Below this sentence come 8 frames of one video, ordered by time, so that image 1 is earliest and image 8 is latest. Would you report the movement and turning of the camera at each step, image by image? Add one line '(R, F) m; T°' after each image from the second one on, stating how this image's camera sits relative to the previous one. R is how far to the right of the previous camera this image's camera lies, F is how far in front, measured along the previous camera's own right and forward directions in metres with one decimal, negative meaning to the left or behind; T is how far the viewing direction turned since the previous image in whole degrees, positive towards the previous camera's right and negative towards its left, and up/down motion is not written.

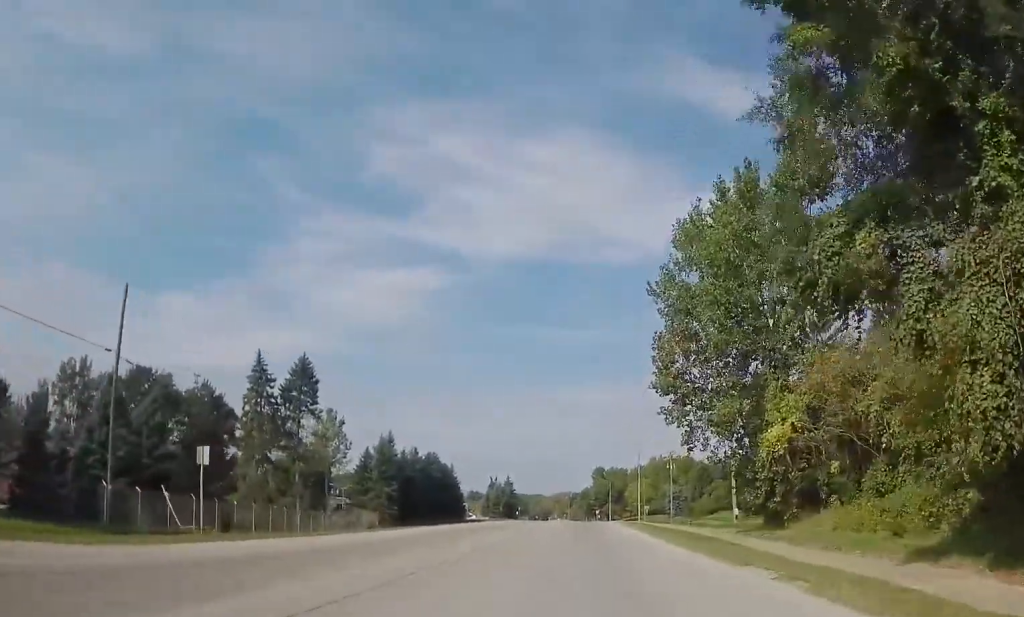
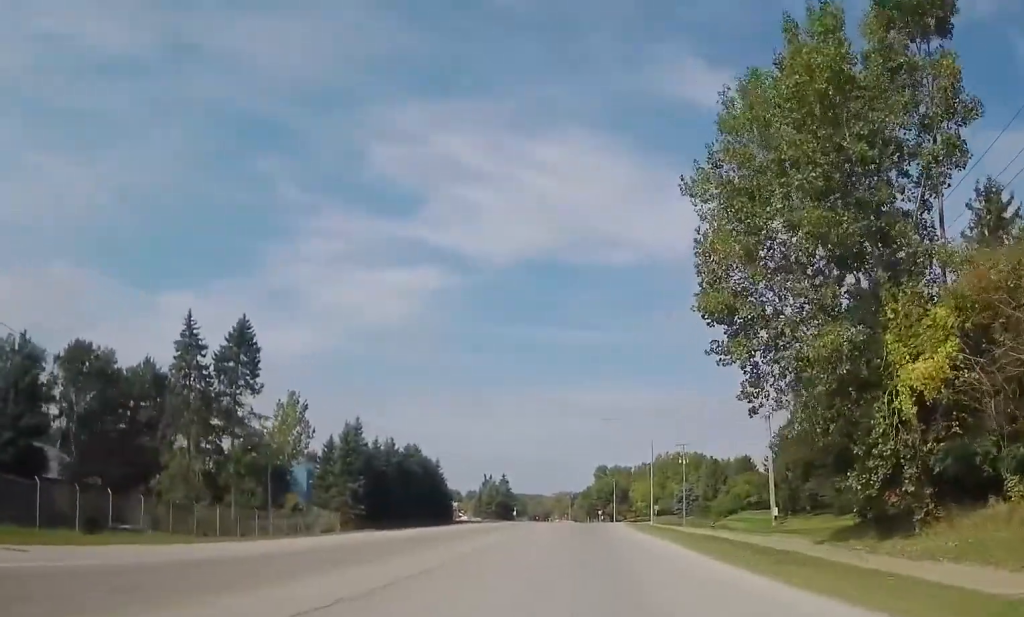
(-0.2, +14.1) m; -1°
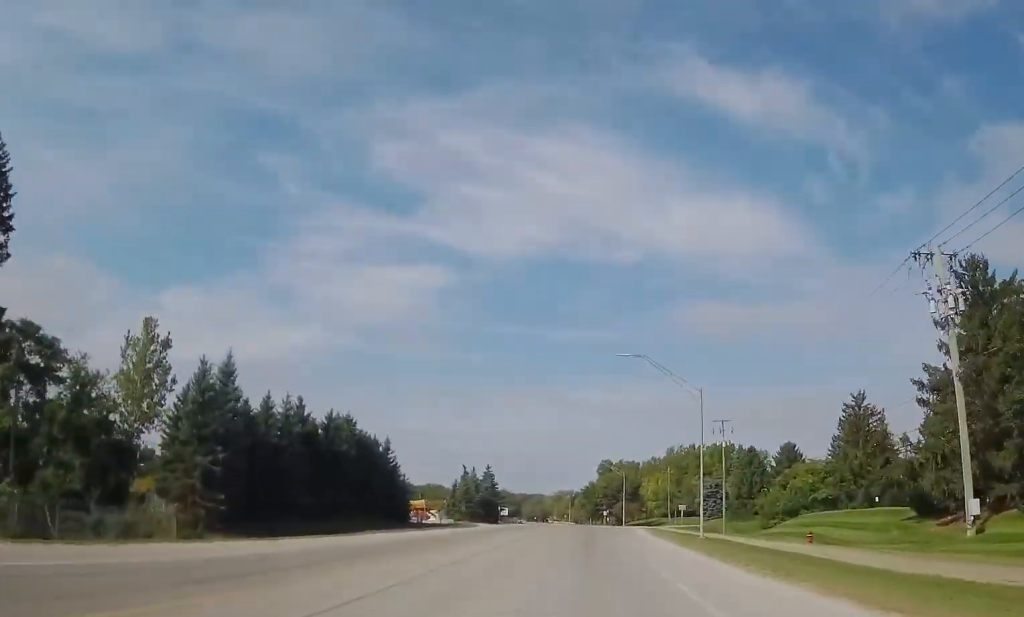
(-0.6, +30.6) m; +1°
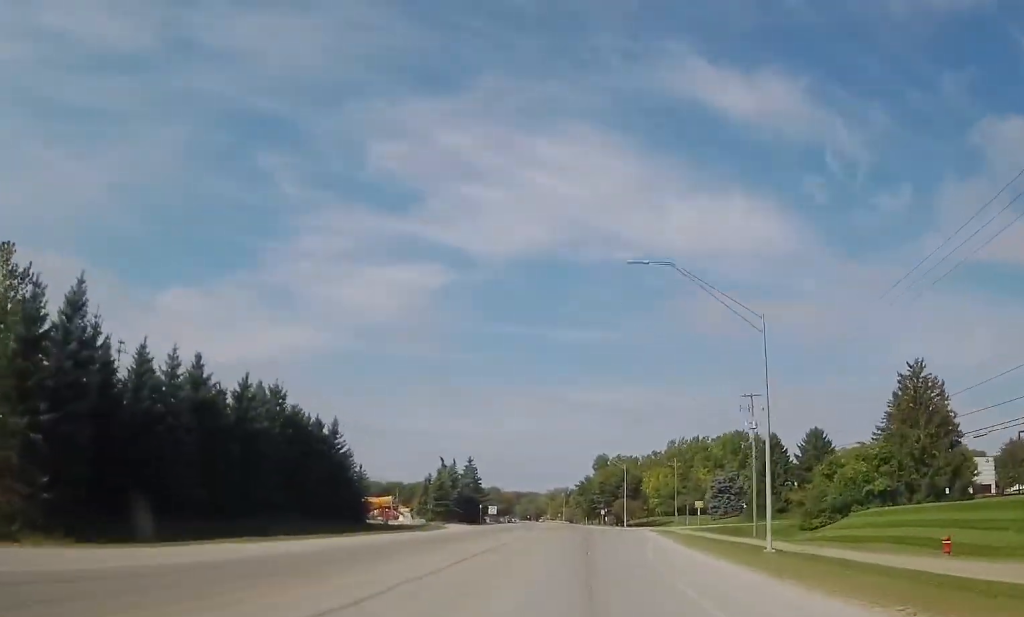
(+0.8, +16.6) m; +2°
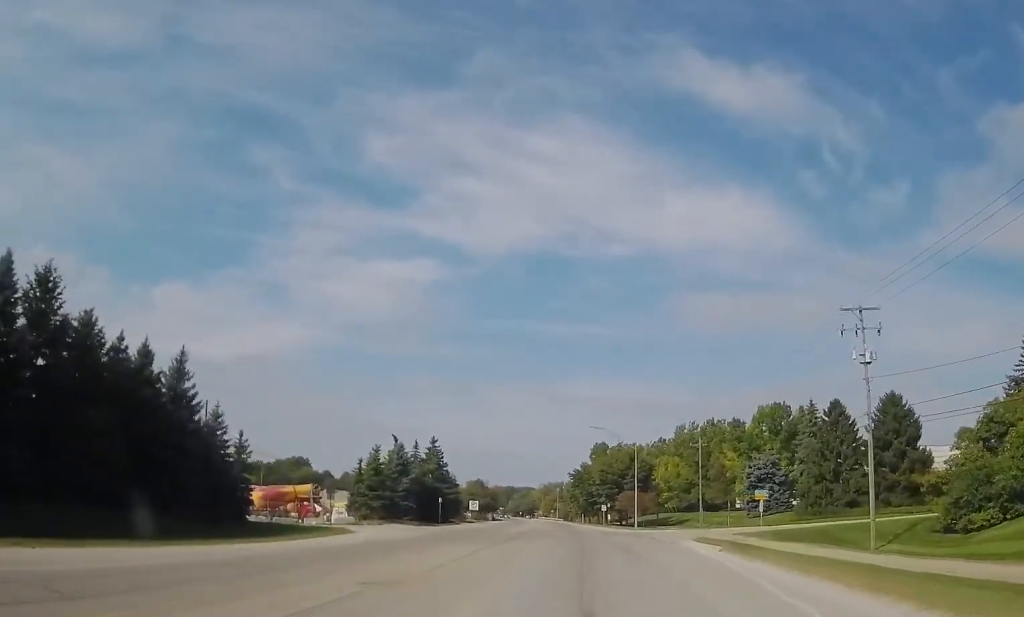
(-0.2, +27.1) m; -1°
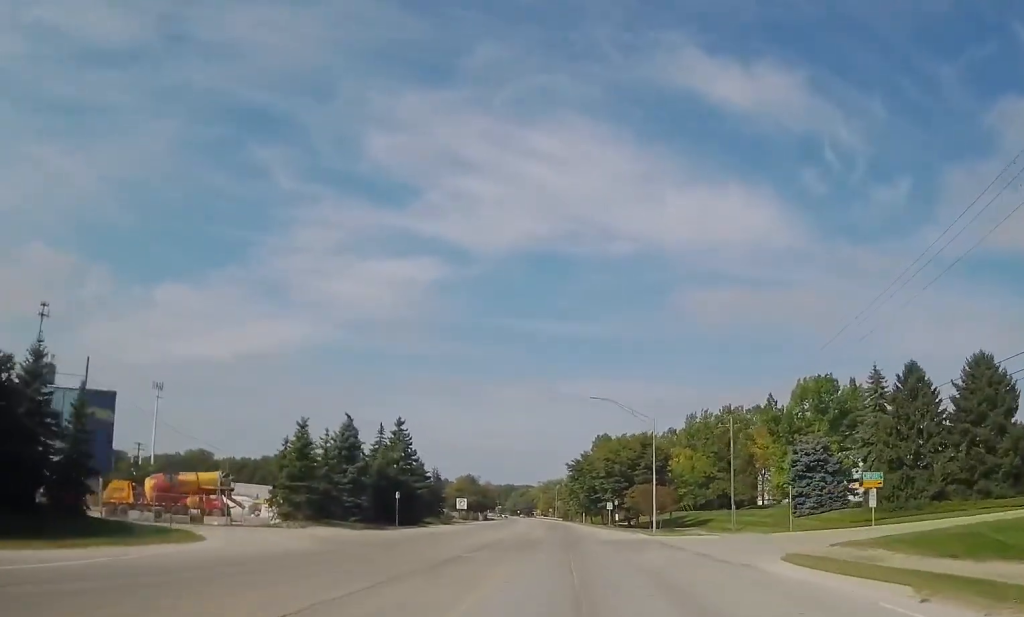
(0.0, +18.1) m; -1°
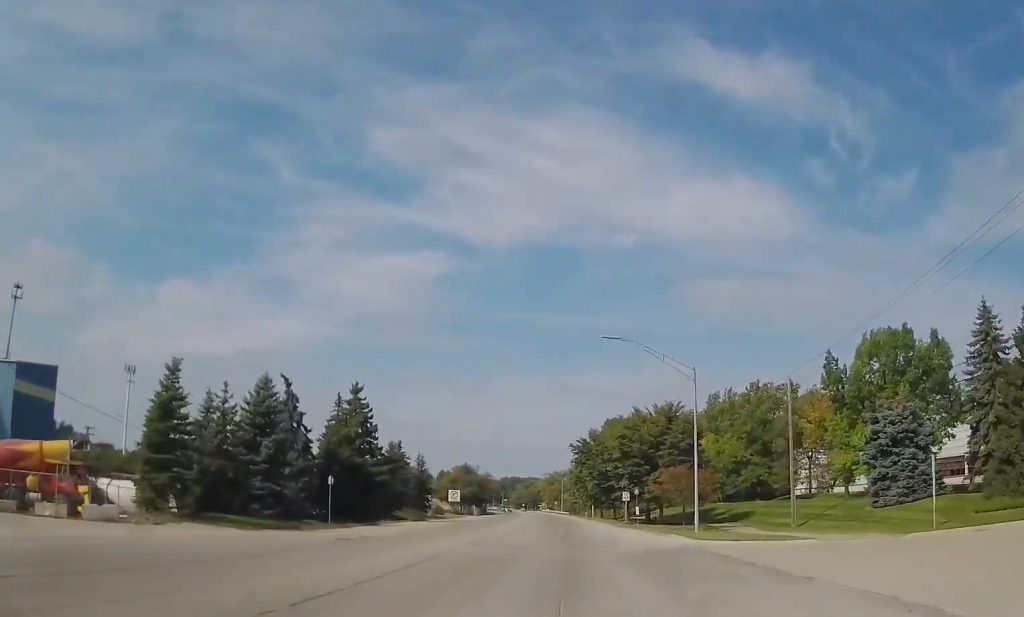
(-0.4, +17.4) m; +1°
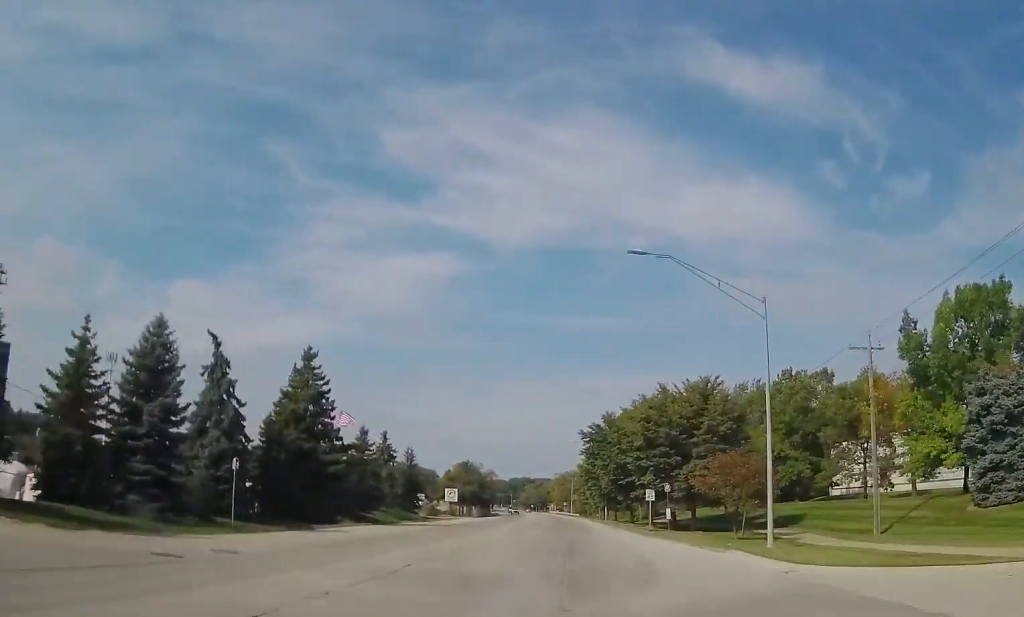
(+0.6, +13.4) m; +1°
